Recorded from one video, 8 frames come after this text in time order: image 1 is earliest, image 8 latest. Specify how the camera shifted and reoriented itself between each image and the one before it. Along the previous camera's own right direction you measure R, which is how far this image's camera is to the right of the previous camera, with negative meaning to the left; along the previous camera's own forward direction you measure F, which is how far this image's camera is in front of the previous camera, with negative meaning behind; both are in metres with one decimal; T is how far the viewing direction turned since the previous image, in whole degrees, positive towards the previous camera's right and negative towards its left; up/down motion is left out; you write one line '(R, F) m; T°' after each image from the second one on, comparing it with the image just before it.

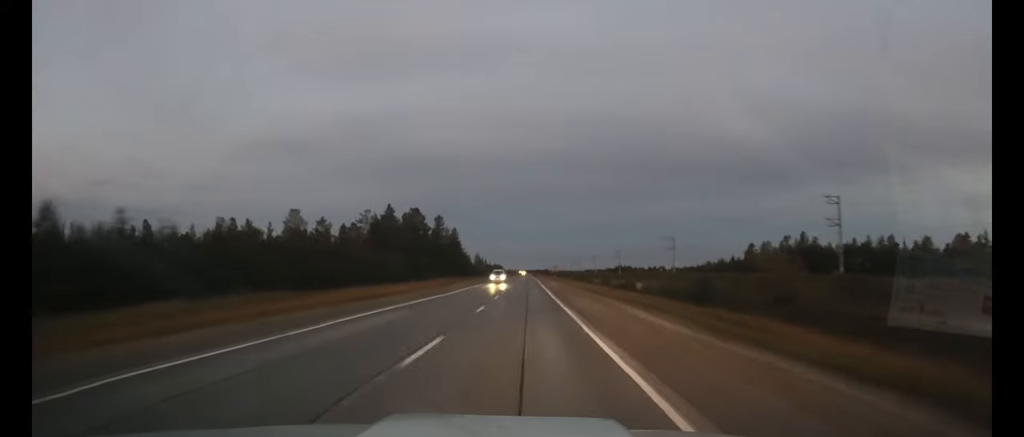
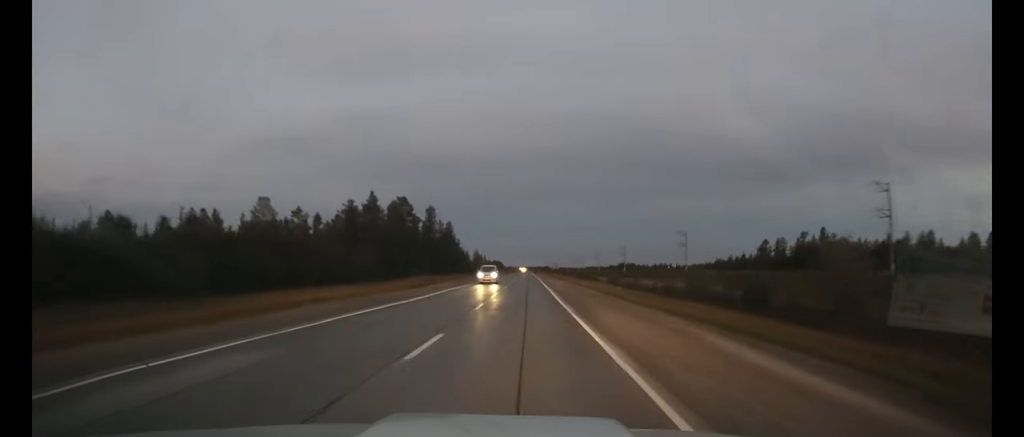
(0.0, +11.8) m; 0°
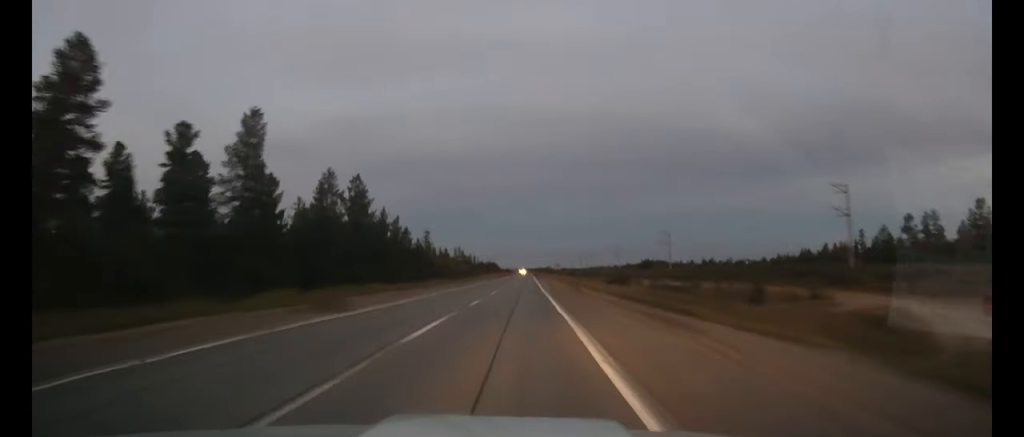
(+0.2, +78.9) m; 0°
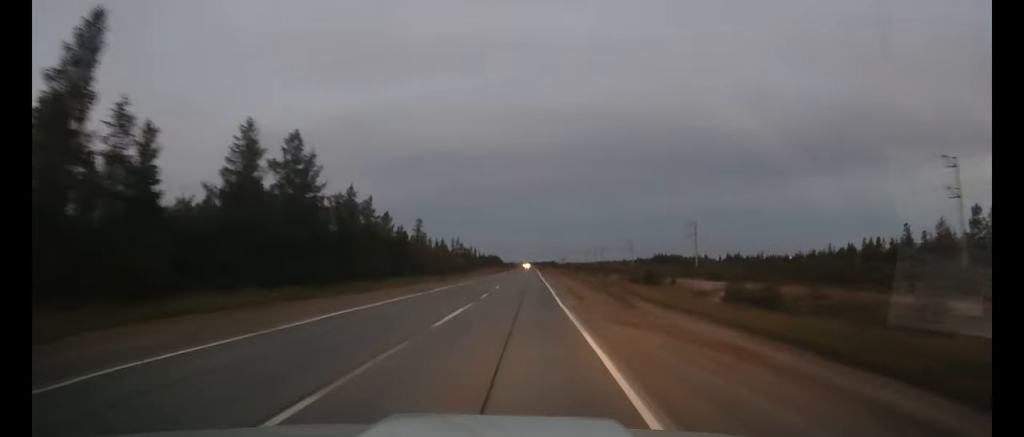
(0.0, +21.7) m; 0°
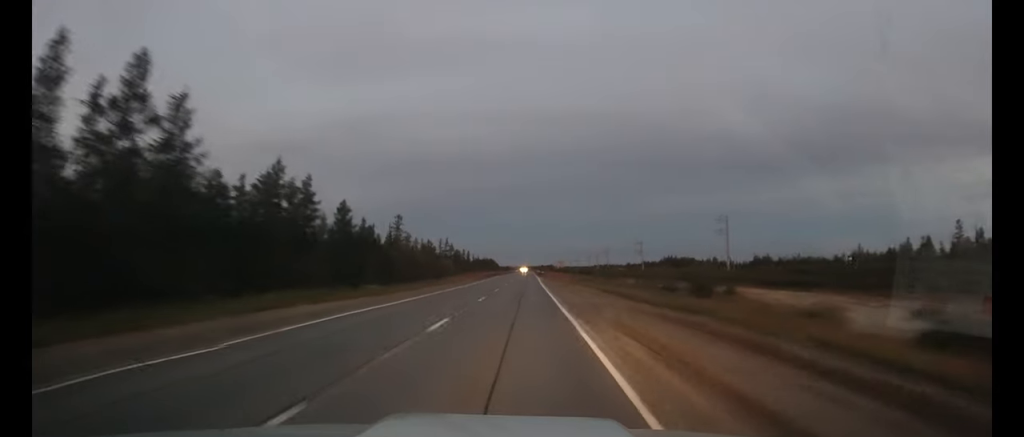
(-0.1, +24.5) m; 0°
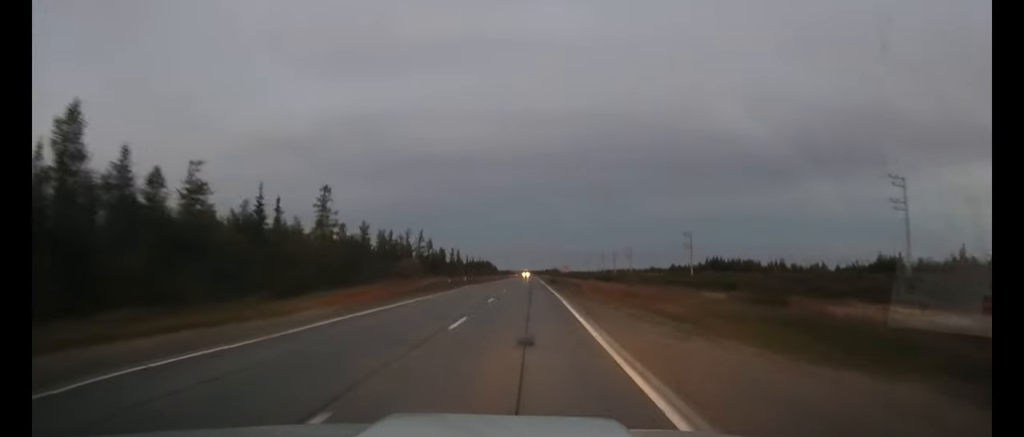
(-0.2, +59.6) m; 0°
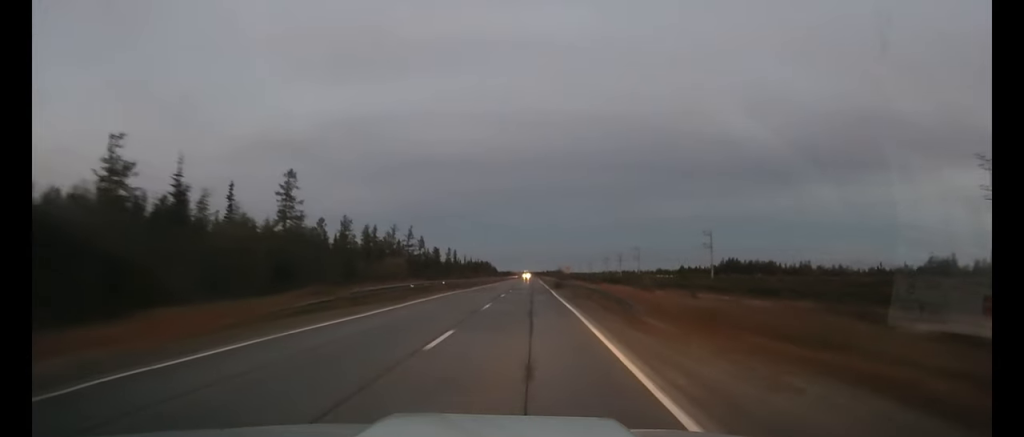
(0.0, +15.9) m; 0°
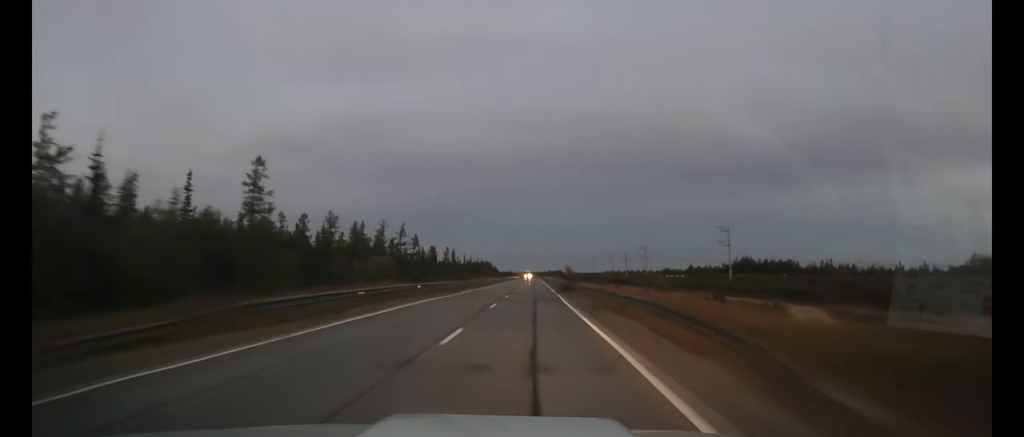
(0.0, +11.1) m; 0°
